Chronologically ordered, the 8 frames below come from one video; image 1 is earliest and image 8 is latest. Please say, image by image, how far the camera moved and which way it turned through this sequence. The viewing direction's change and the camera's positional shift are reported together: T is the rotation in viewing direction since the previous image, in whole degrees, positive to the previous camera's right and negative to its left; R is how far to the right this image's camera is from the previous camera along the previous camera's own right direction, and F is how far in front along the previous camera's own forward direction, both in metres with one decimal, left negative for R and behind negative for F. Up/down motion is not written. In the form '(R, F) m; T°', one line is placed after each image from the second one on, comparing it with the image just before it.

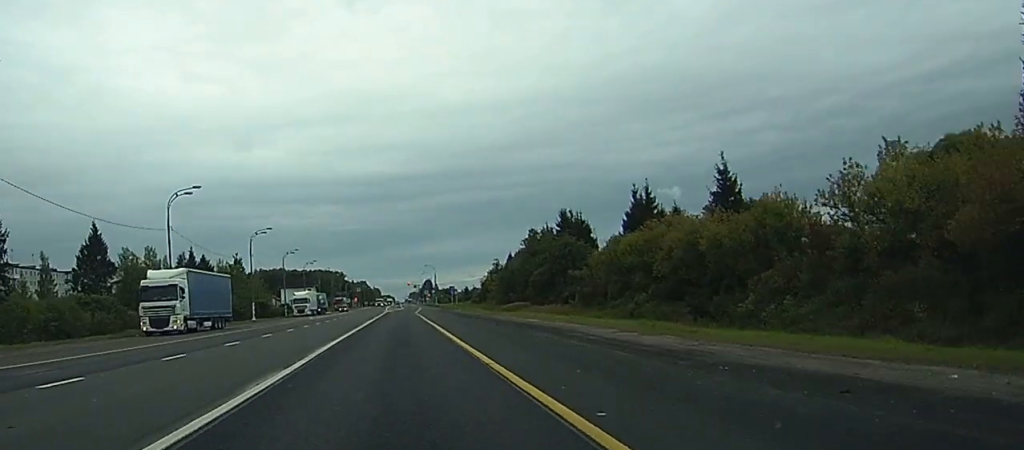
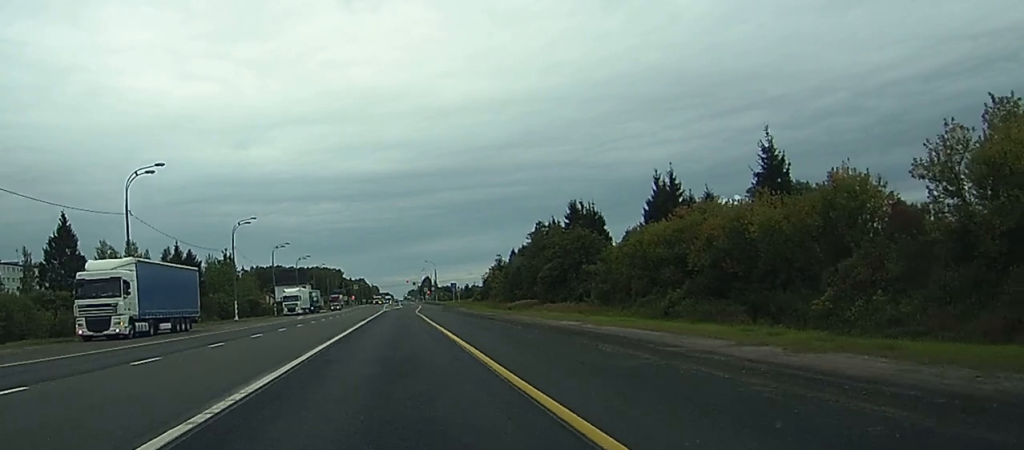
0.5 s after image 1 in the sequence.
(0.0, +10.5) m; 0°
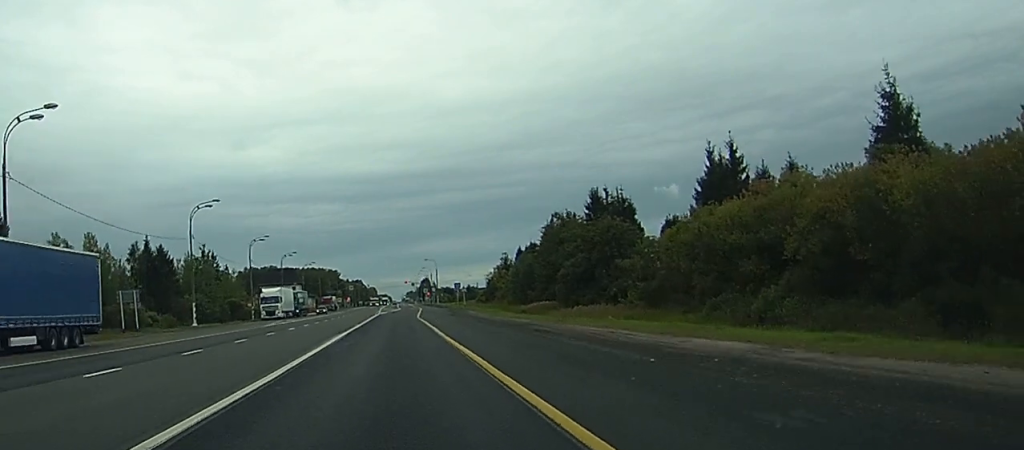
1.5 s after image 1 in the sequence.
(+0.1, +18.9) m; 0°
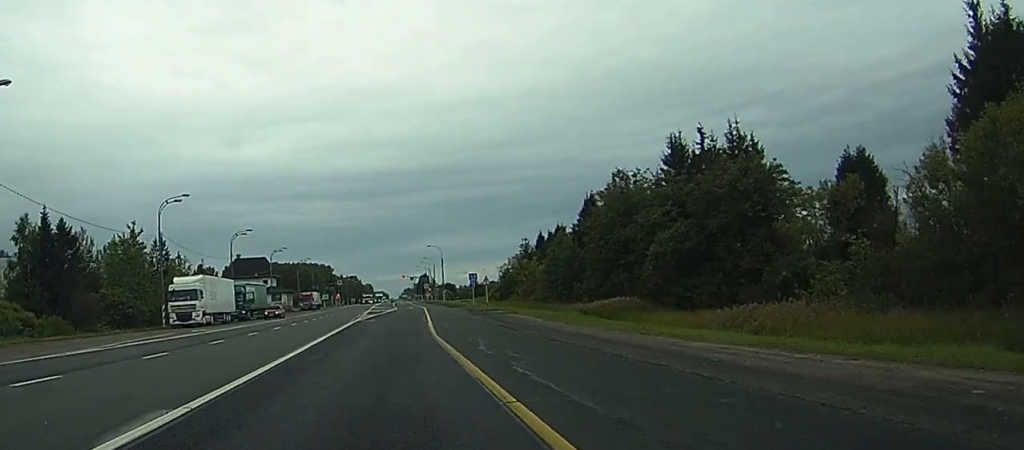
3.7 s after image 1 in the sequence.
(-0.3, +42.7) m; -1°
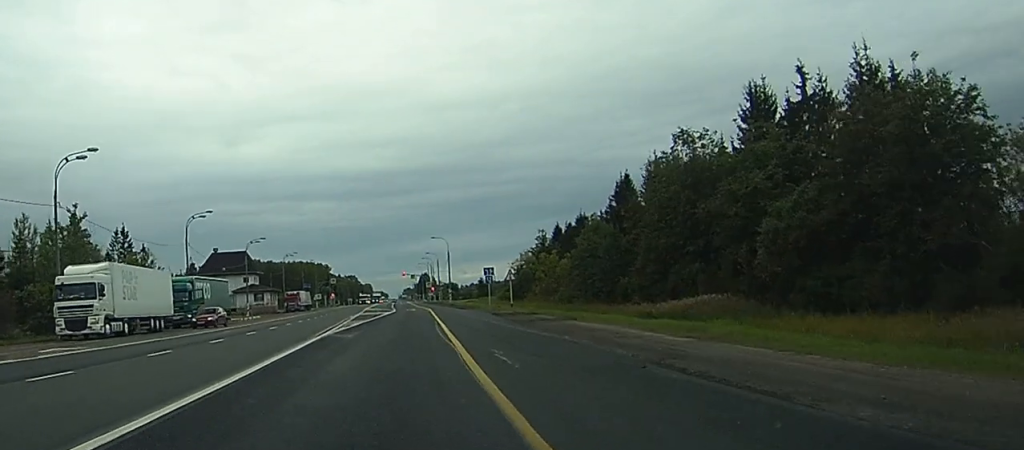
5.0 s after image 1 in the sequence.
(-0.1, +23.0) m; 0°
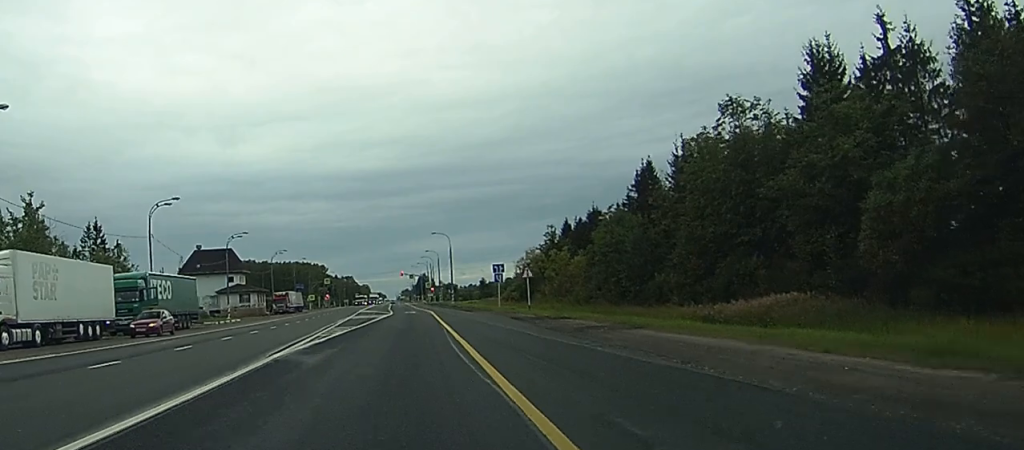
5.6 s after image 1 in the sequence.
(0.0, +12.2) m; 0°
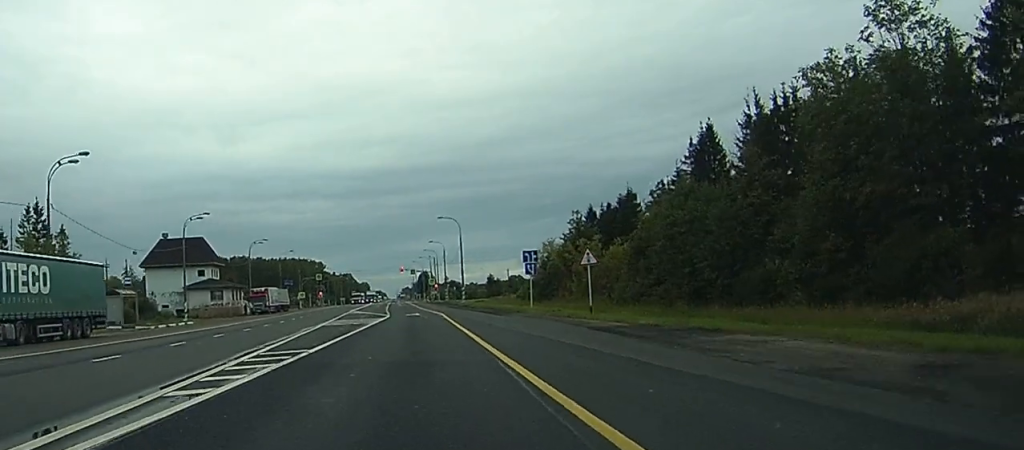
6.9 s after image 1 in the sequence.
(+0.1, +22.2) m; +1°
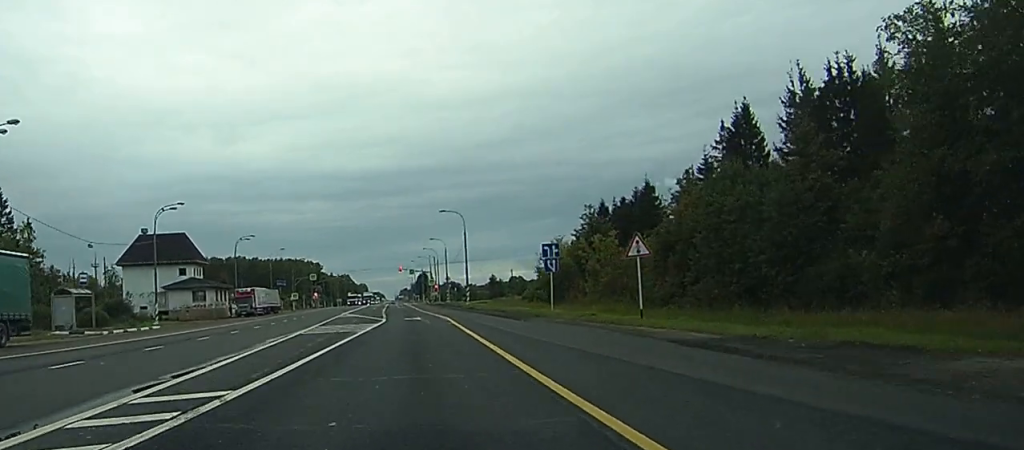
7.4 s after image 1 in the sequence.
(0.0, +10.0) m; 0°
